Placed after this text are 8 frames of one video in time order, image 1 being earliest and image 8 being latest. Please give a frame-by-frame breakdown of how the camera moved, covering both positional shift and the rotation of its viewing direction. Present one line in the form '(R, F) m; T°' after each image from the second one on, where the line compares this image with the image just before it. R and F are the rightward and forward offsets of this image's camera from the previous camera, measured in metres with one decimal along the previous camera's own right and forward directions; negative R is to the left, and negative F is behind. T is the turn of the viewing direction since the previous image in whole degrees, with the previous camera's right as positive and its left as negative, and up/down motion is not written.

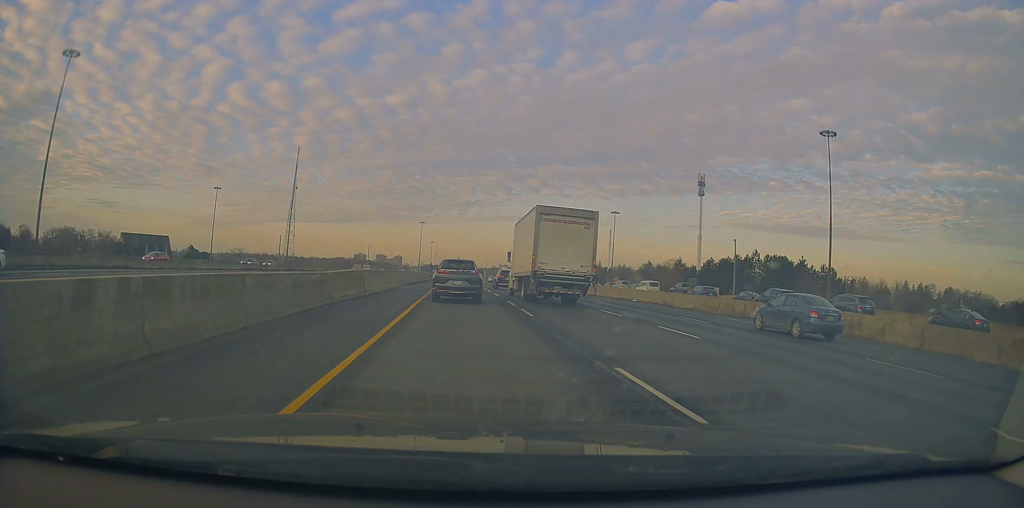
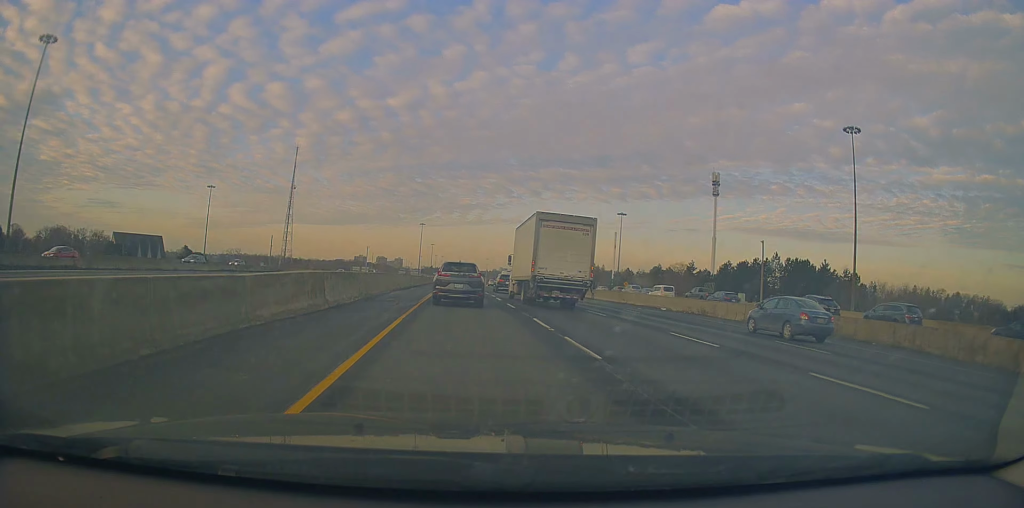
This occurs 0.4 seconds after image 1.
(-0.1, +7.7) m; -1°
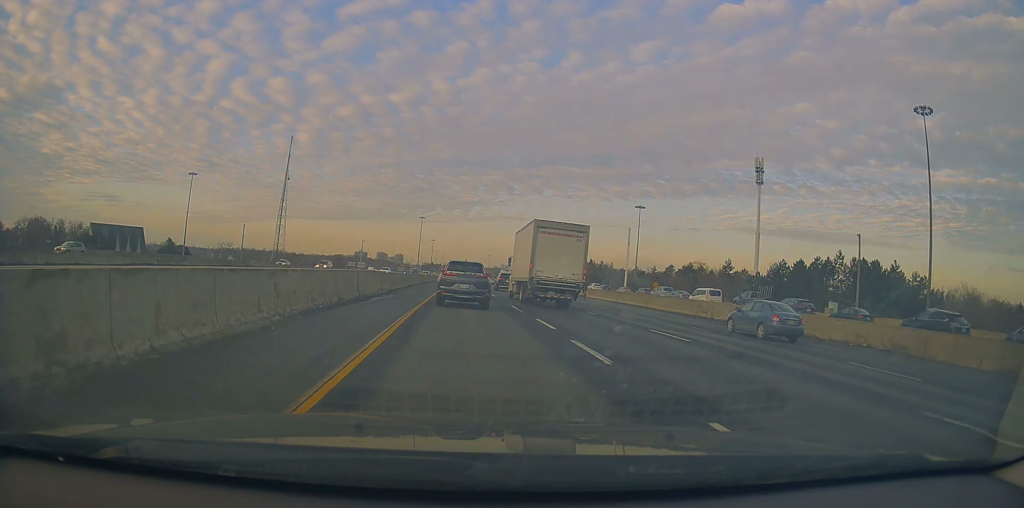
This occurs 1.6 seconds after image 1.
(-0.3, +20.0) m; -1°
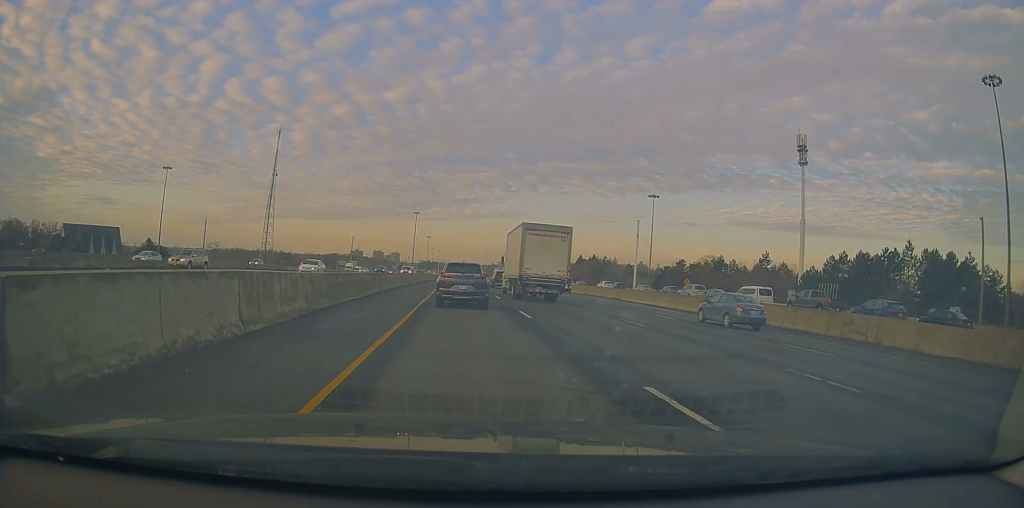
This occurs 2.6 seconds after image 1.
(0.0, +18.3) m; +1°
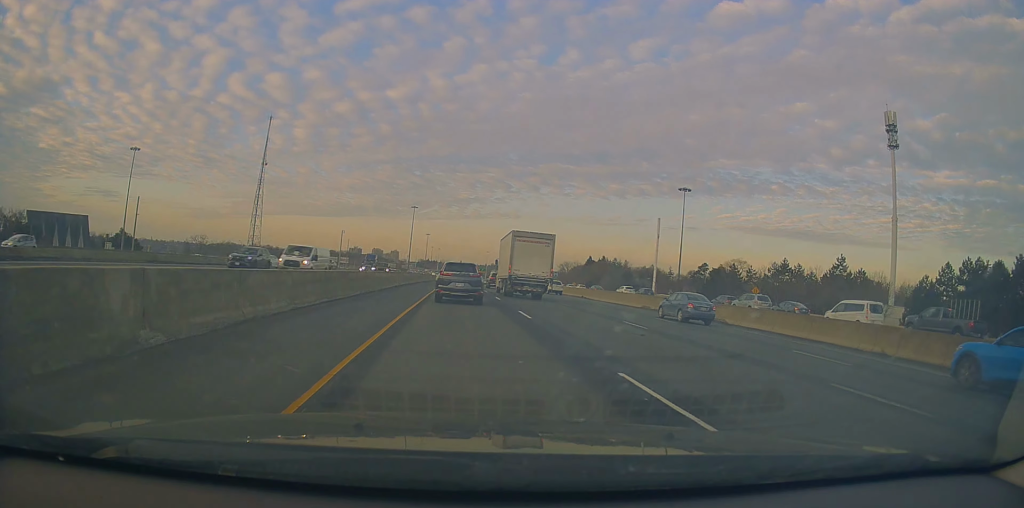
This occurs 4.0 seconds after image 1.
(+0.8, +24.9) m; 0°
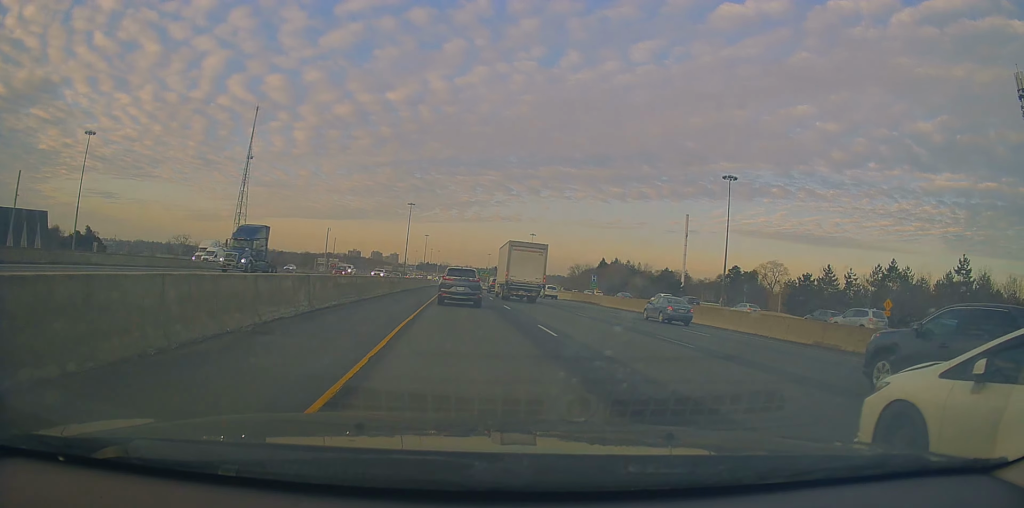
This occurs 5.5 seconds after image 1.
(-1.0, +26.8) m; -1°
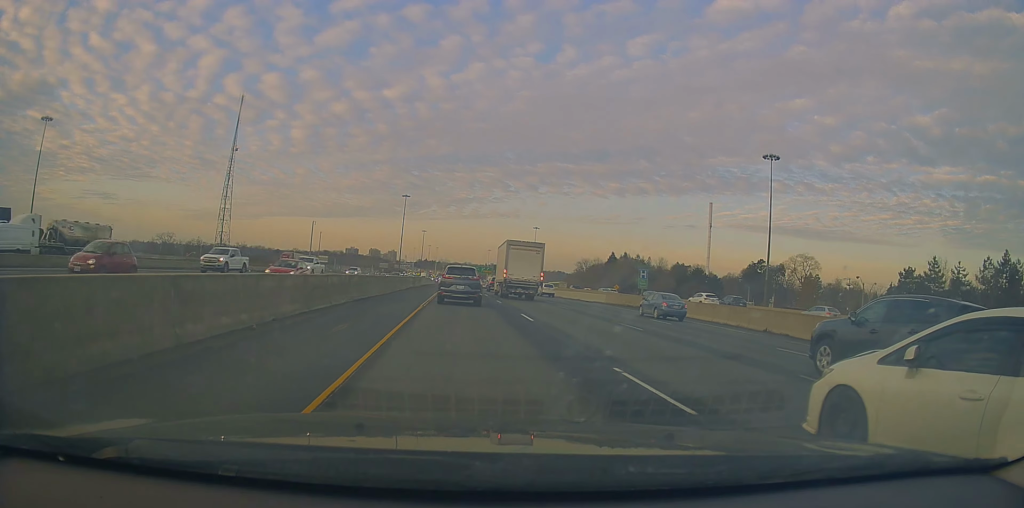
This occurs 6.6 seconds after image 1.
(+0.2, +19.7) m; 0°
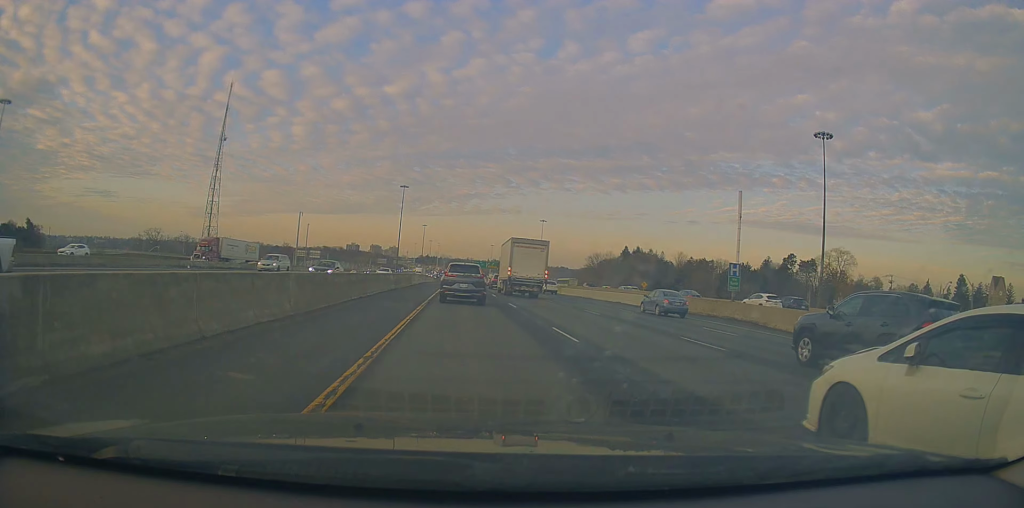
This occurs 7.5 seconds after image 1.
(0.0, +18.0) m; 0°
